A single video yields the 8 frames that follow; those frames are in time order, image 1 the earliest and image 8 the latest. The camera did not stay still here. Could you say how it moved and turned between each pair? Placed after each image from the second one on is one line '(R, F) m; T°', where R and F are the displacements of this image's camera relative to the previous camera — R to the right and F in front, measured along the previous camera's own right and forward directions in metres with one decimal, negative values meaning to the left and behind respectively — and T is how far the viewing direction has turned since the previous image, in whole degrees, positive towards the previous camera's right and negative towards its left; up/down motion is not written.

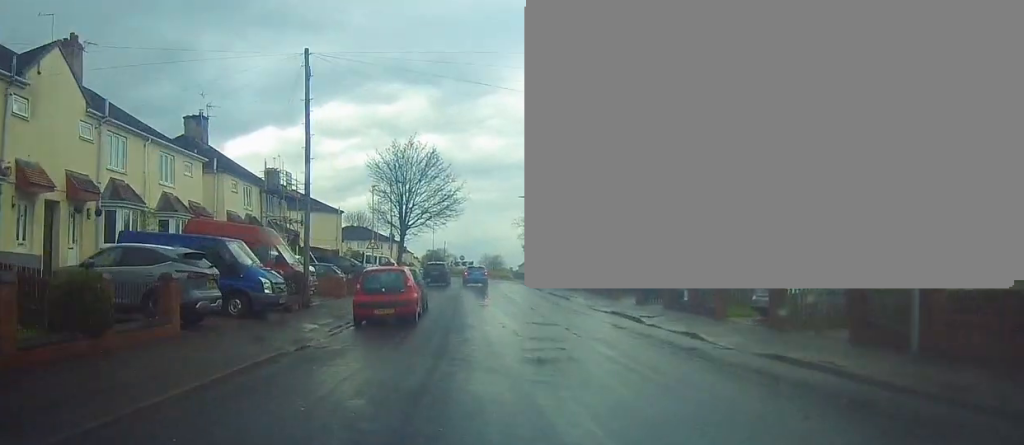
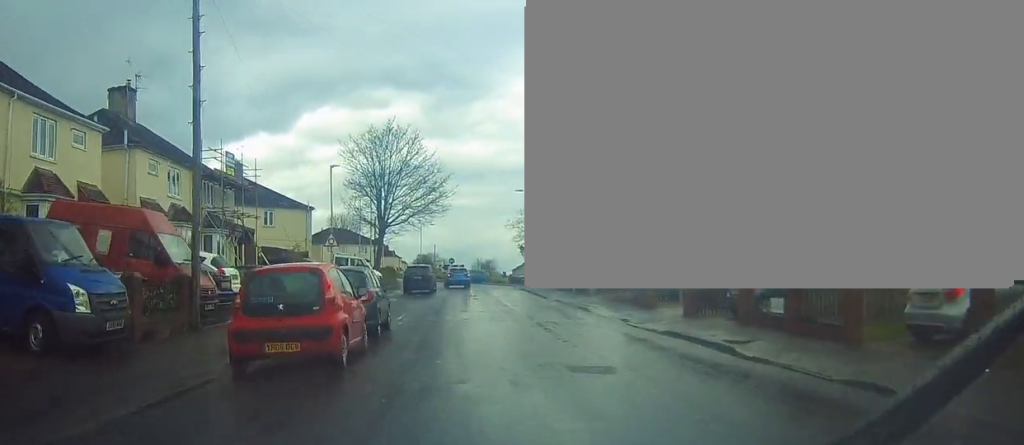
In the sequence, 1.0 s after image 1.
(-0.4, +8.2) m; -3°
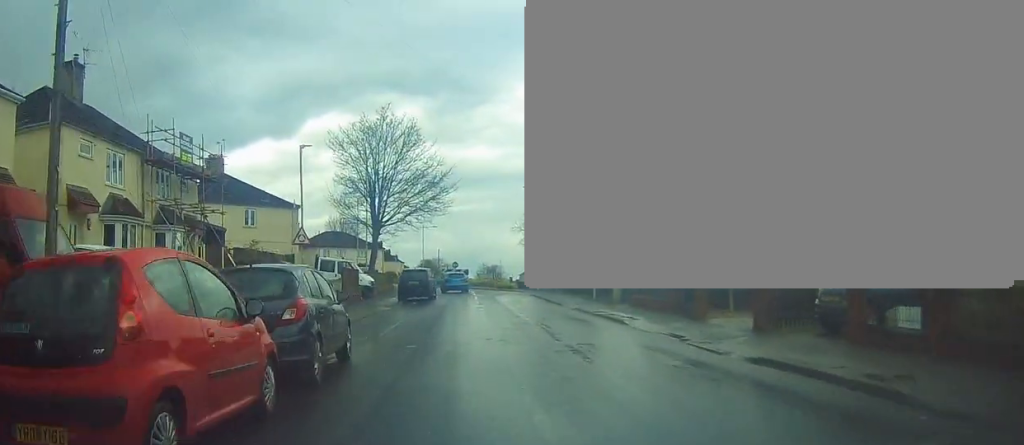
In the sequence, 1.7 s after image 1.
(-0.1, +5.4) m; +2°
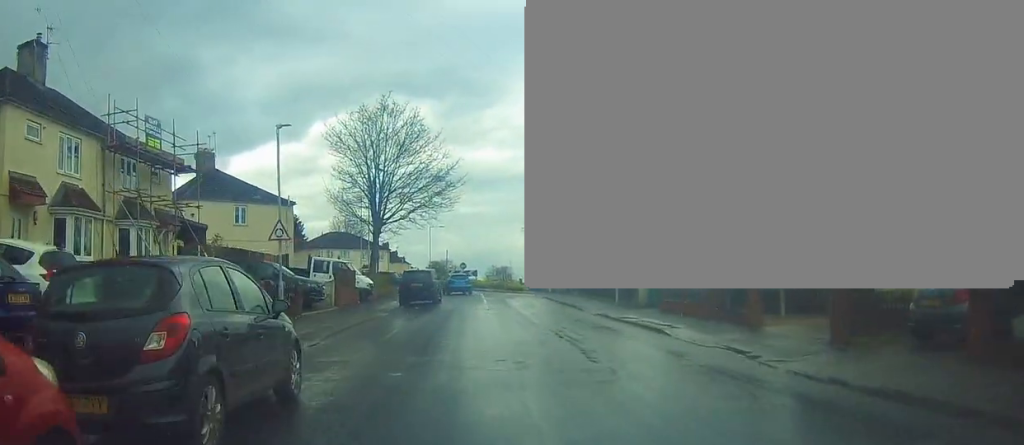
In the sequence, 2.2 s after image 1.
(+0.1, +3.5) m; 0°
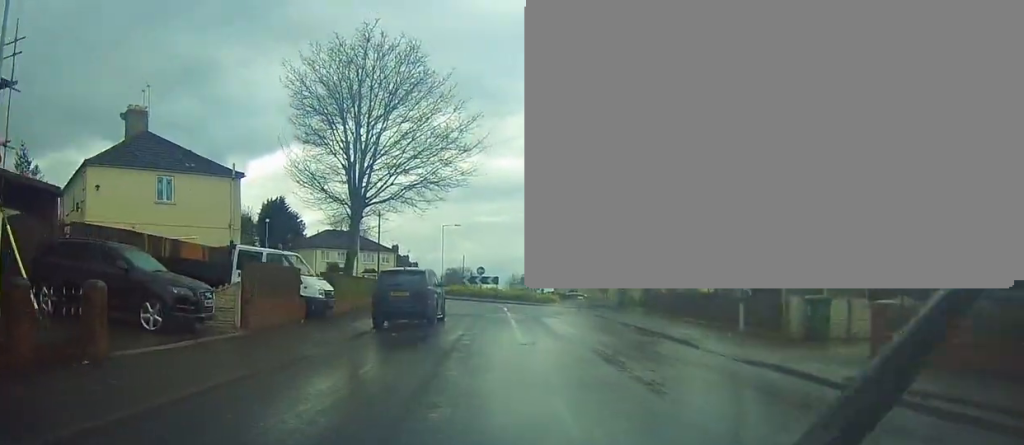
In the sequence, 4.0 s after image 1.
(-0.4, +13.4) m; -5°
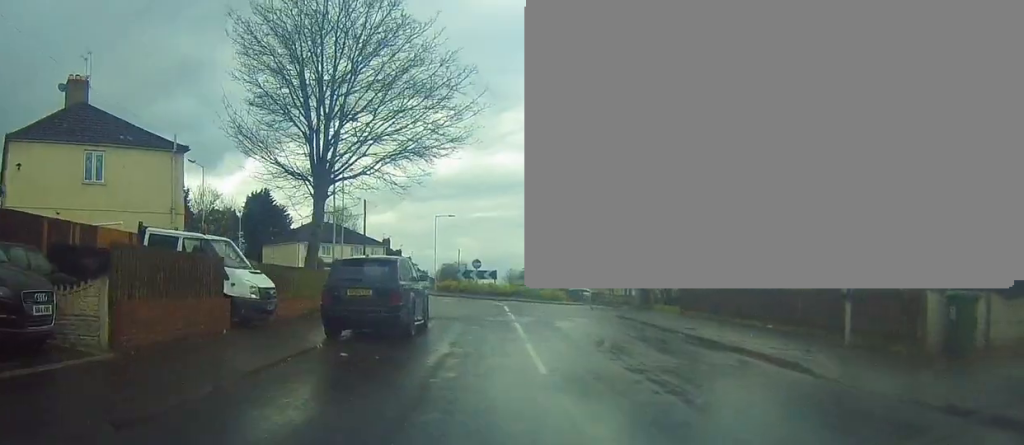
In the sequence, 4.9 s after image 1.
(-0.1, +5.9) m; +4°
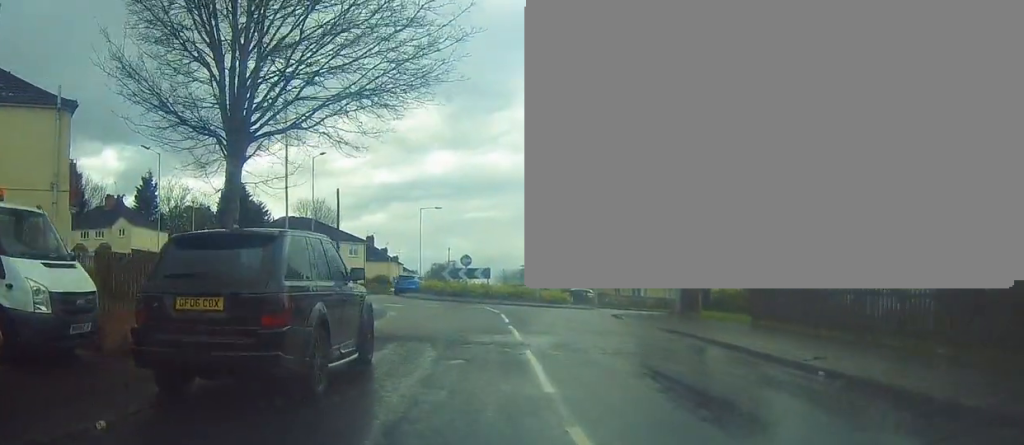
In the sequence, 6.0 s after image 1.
(+0.5, +7.8) m; -1°
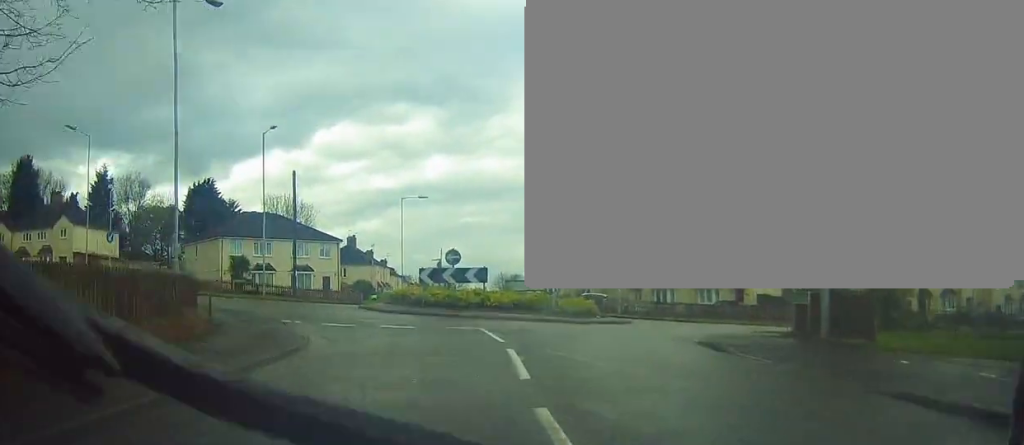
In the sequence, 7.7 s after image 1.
(-1.1, +11.1) m; -3°
